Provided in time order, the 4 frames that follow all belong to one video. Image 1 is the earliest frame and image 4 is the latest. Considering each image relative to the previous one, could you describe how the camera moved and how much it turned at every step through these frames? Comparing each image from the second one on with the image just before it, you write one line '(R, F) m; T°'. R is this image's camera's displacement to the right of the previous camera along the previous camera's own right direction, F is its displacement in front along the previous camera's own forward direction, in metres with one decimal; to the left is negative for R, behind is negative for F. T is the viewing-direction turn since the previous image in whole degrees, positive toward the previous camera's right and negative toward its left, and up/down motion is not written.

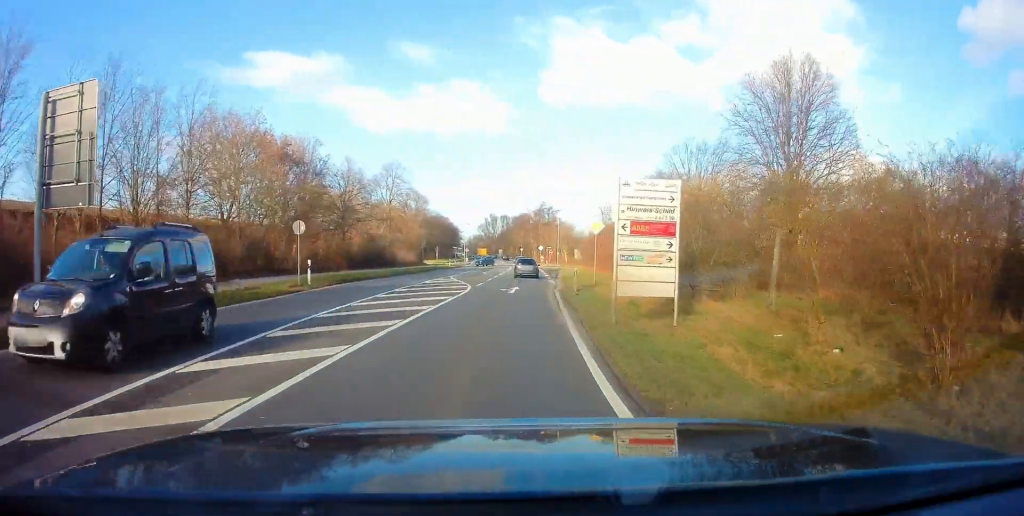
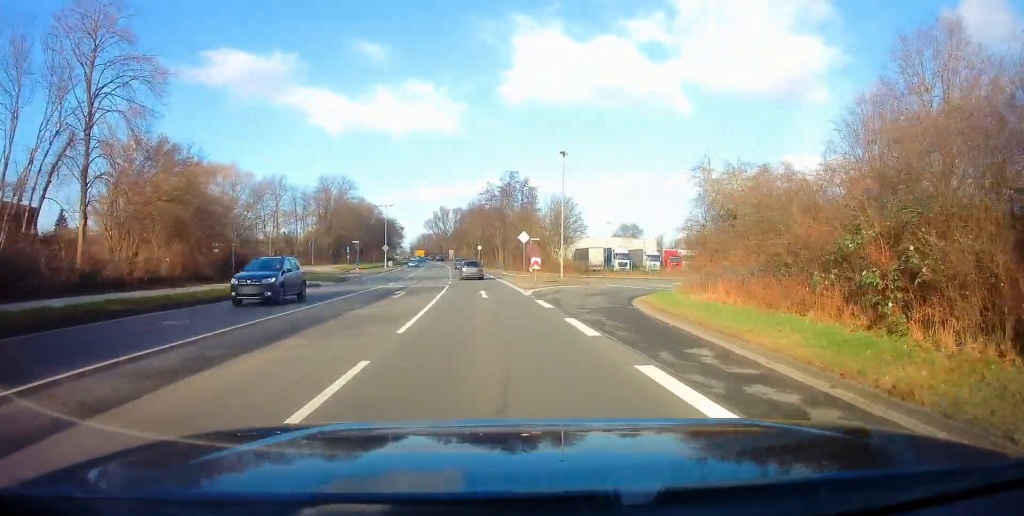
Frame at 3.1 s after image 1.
(+3.1, +52.0) m; +4°
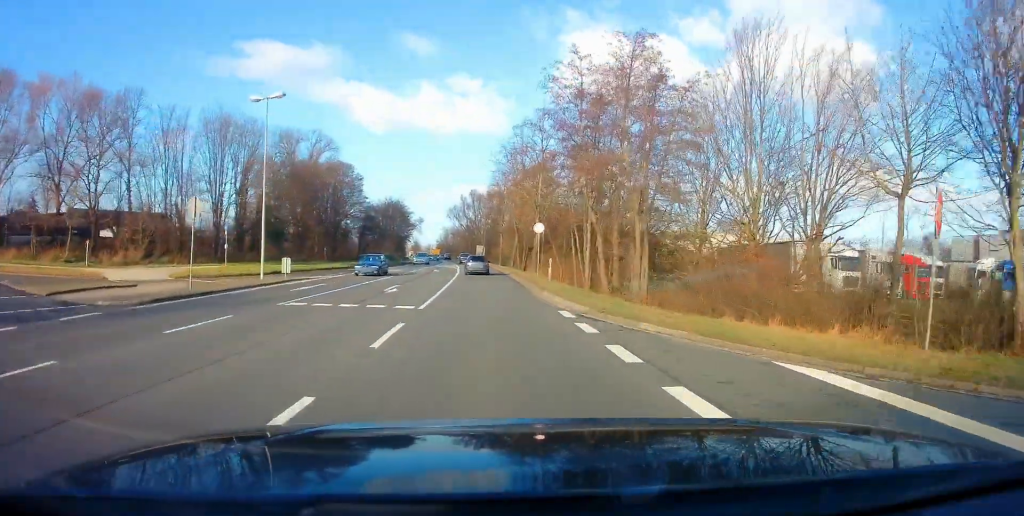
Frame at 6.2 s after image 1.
(-1.2, +55.3) m; -3°
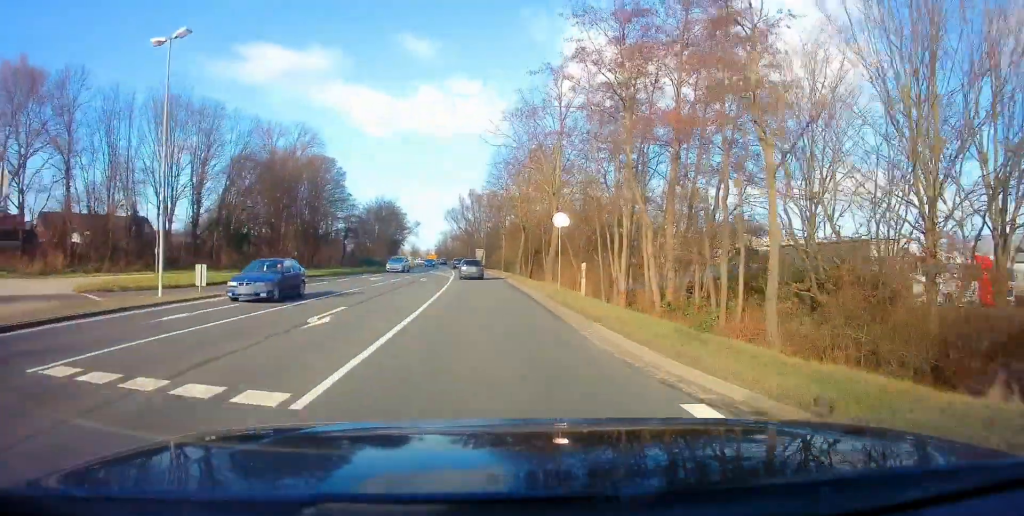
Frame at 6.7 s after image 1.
(-0.1, +9.4) m; 0°
